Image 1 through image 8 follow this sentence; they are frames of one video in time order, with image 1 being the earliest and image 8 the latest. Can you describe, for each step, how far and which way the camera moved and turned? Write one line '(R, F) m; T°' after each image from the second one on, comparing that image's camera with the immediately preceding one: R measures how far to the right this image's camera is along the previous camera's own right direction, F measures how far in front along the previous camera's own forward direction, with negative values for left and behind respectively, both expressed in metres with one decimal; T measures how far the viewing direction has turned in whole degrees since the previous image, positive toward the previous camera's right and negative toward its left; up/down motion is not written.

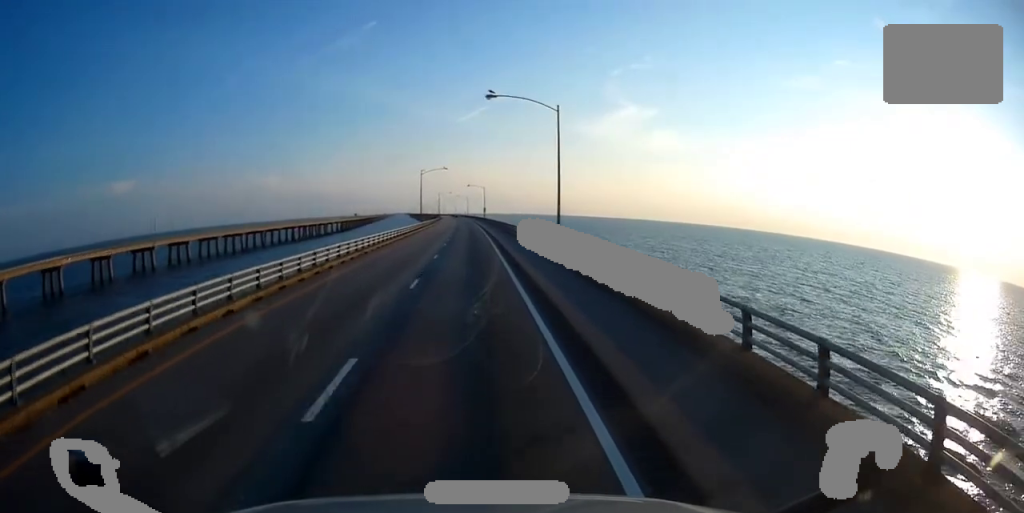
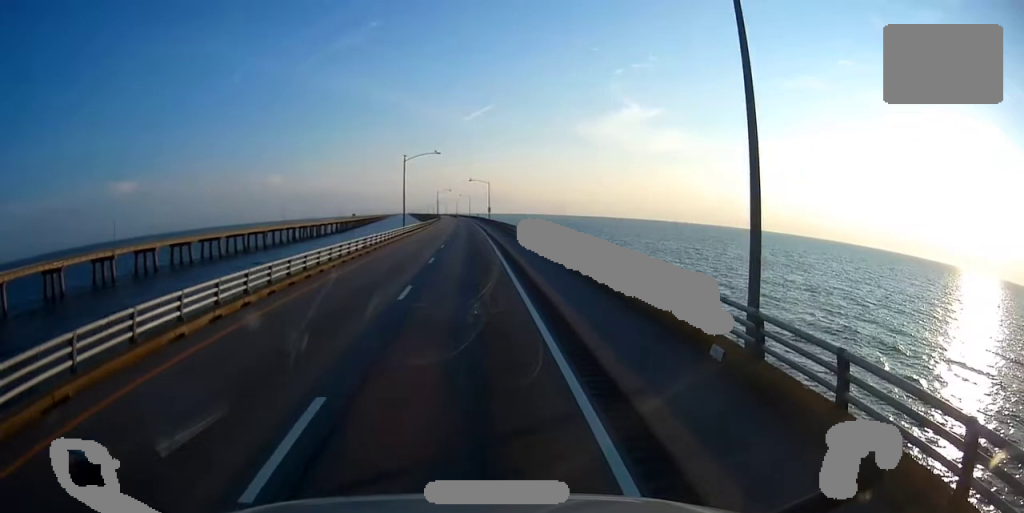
(-0.4, +26.1) m; -1°
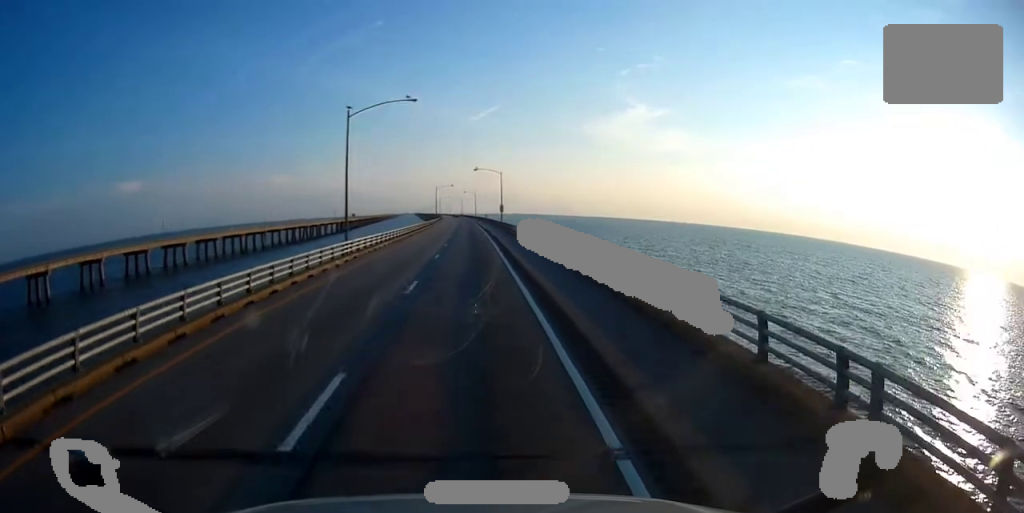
(0.0, +34.2) m; 0°
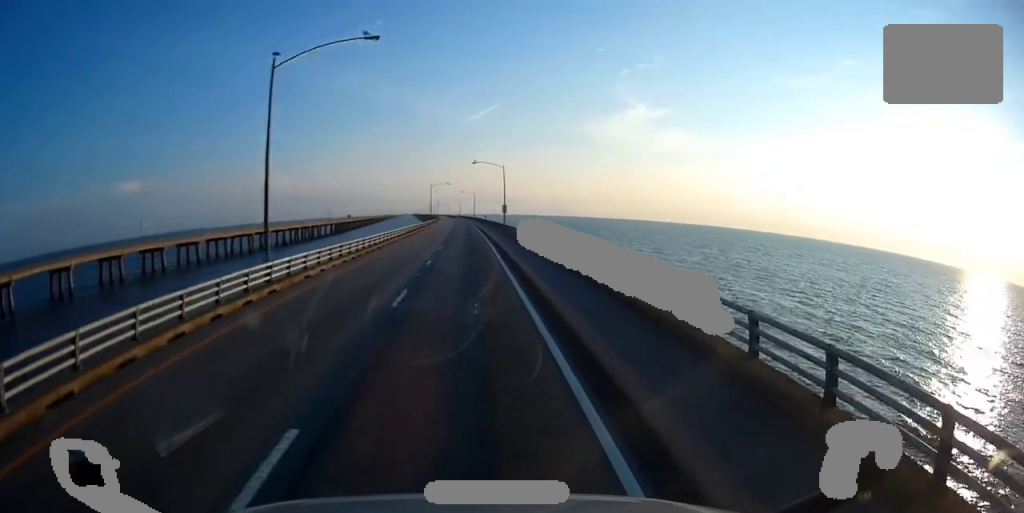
(0.0, +14.5) m; 0°
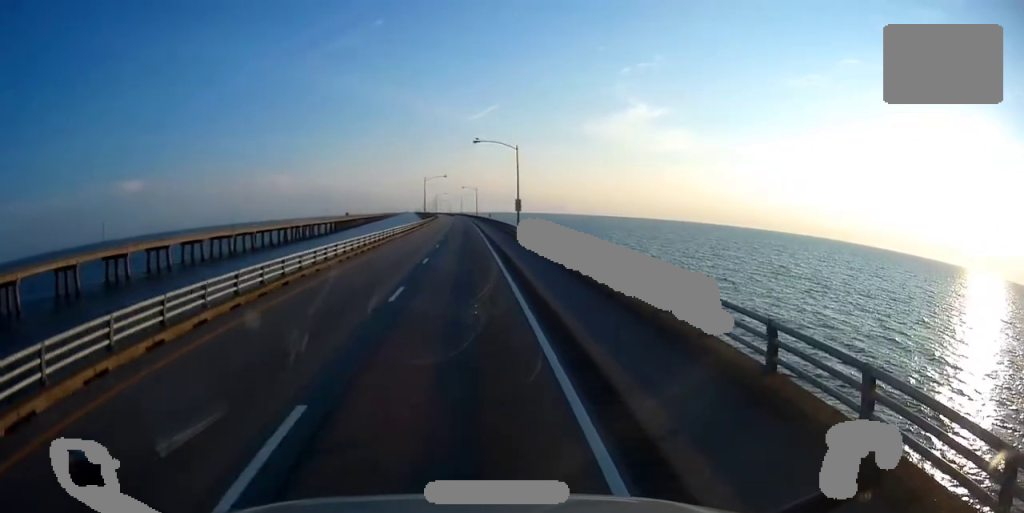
(0.0, +22.8) m; 0°
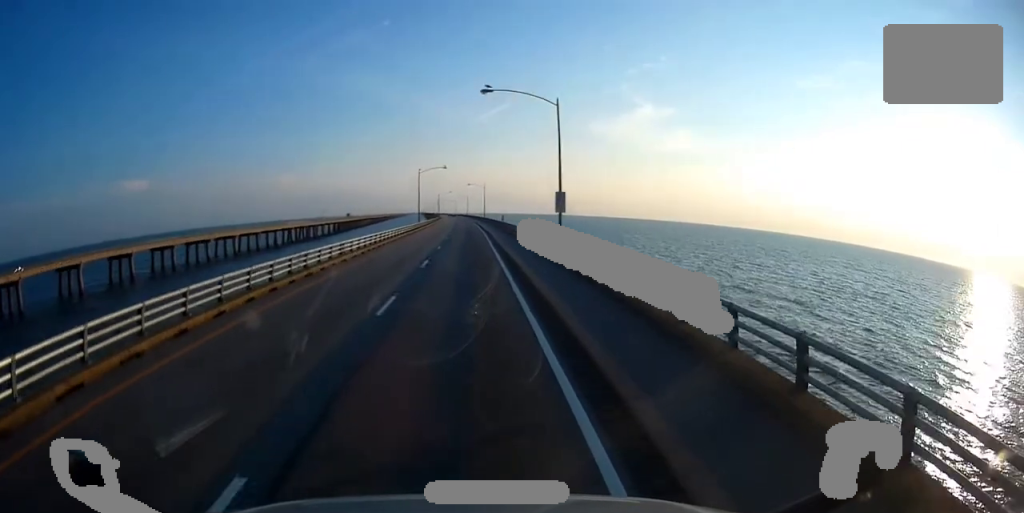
(0.0, +25.9) m; -1°
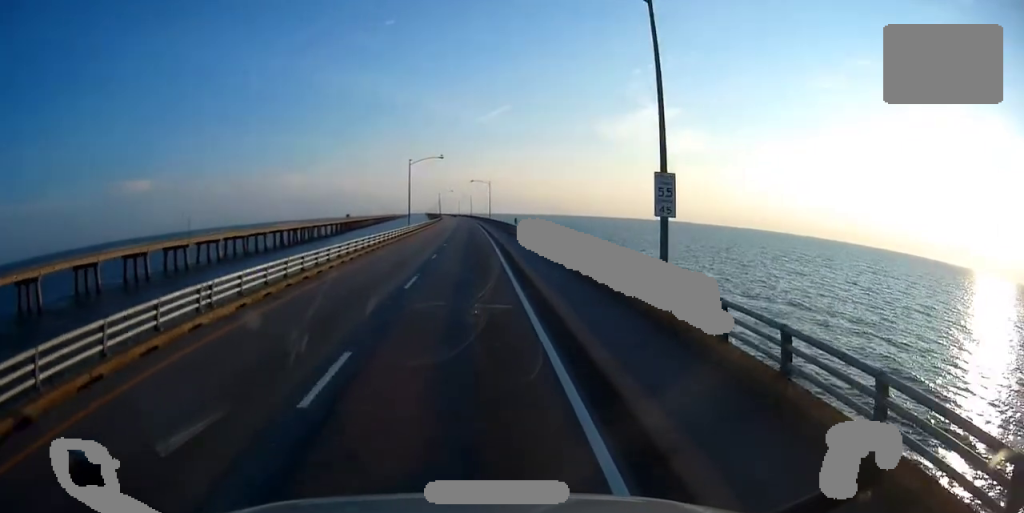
(-0.2, +18.7) m; -1°
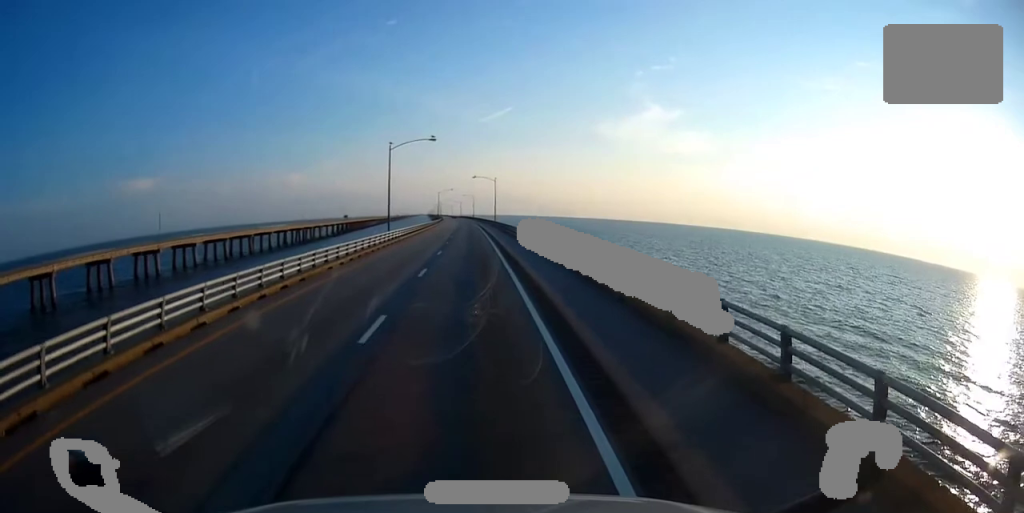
(-0.3, +19.9) m; -1°
